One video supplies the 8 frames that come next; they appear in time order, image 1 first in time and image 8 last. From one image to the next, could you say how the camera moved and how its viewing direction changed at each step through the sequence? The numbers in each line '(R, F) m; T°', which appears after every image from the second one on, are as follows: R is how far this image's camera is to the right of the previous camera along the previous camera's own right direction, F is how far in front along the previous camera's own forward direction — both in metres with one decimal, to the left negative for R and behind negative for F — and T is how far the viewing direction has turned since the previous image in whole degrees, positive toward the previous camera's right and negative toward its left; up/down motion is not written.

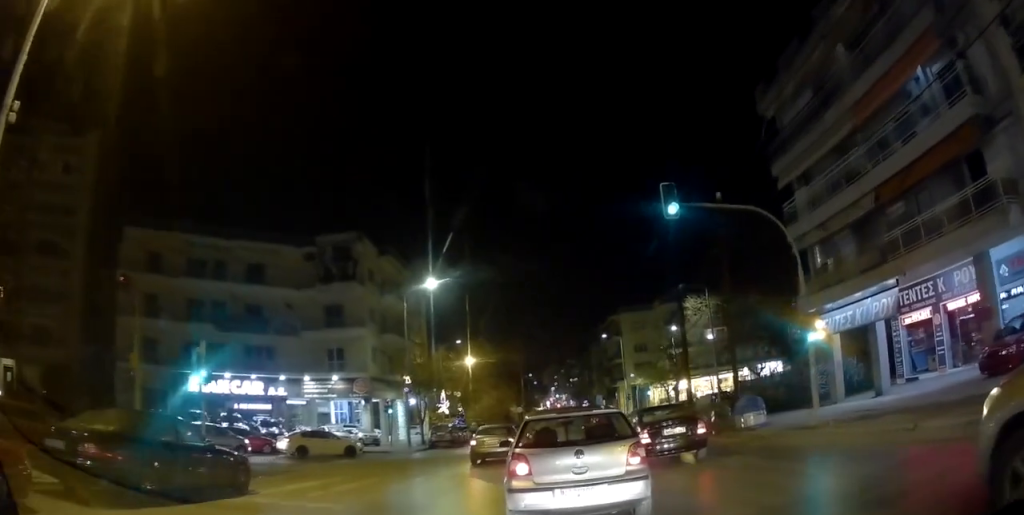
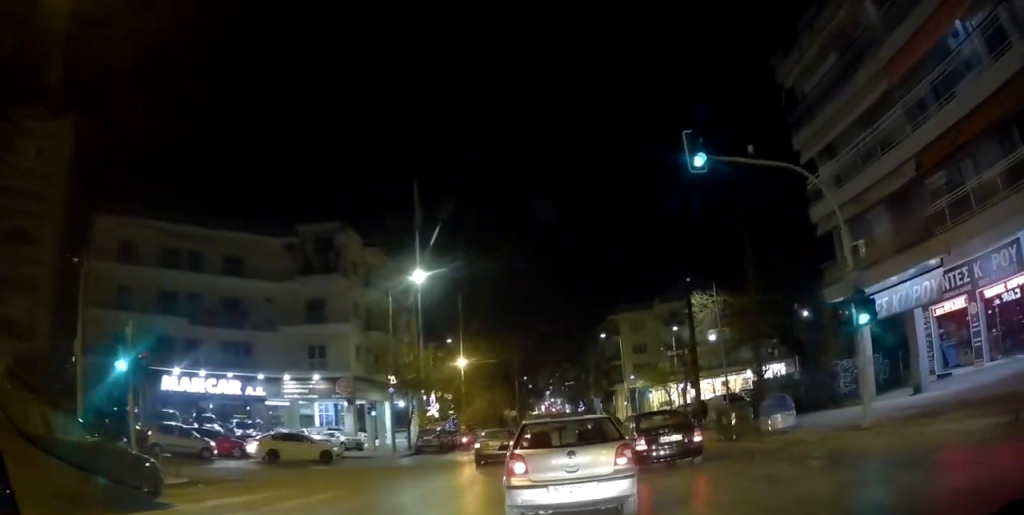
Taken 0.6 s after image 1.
(0.0, +3.0) m; +2°
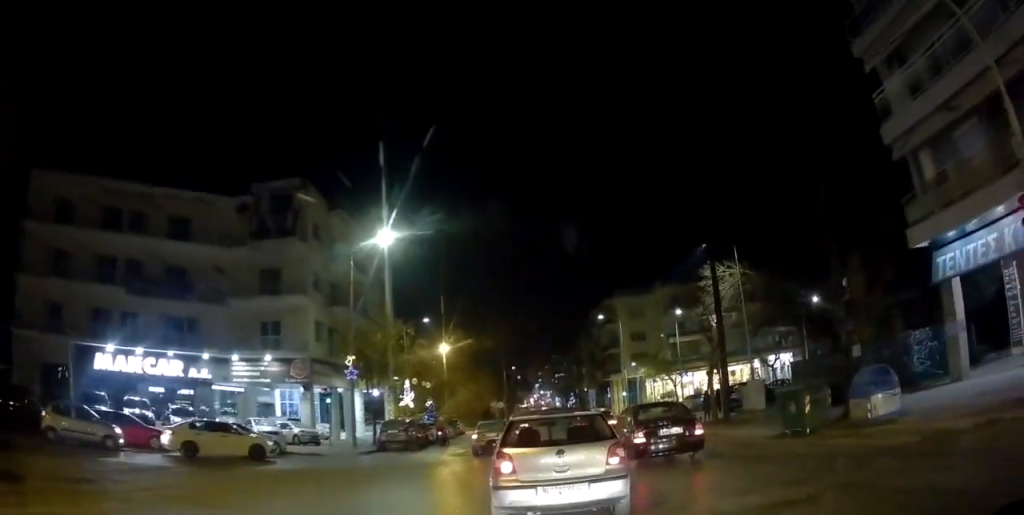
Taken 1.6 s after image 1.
(+0.3, +6.0) m; +5°
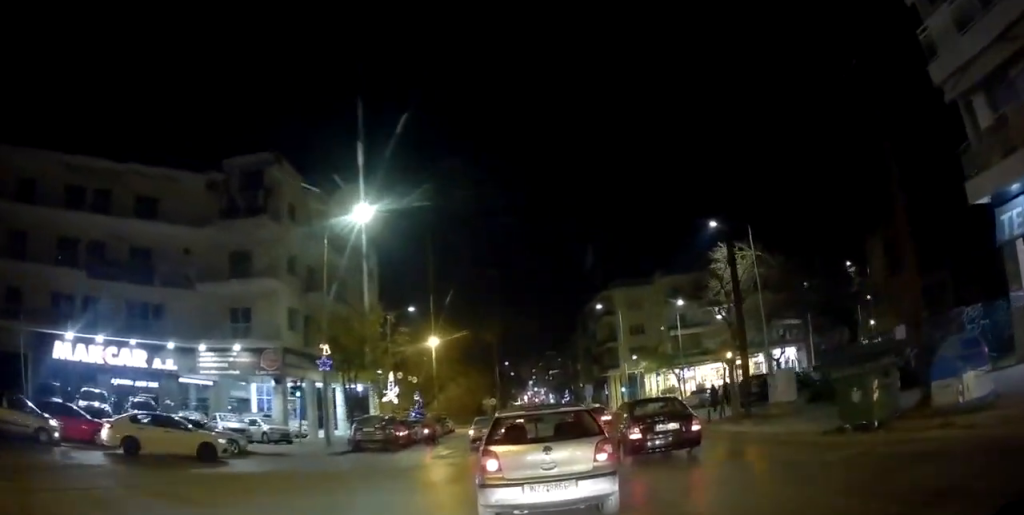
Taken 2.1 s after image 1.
(+0.1, +3.4) m; +2°
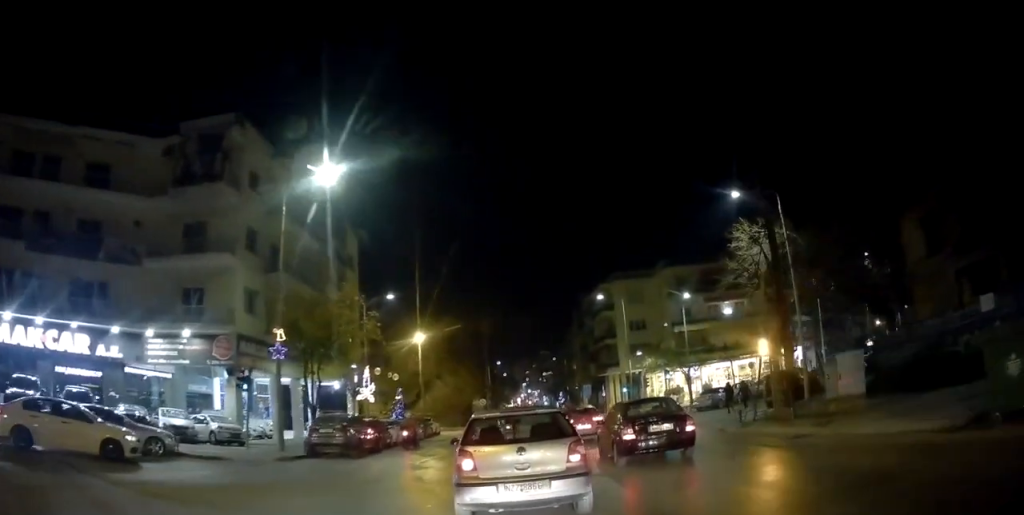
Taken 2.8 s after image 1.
(0.0, +5.0) m; 0°
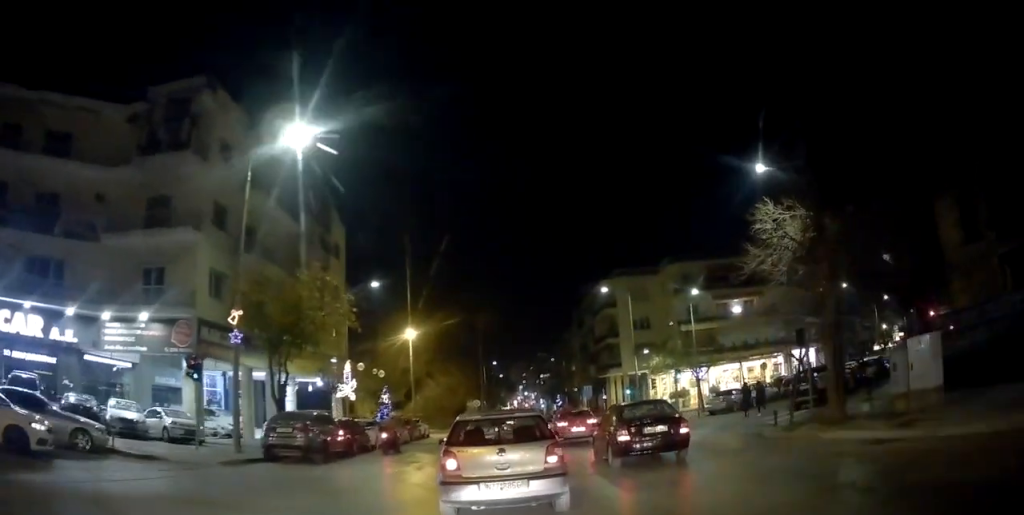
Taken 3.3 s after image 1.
(0.0, +3.6) m; +1°
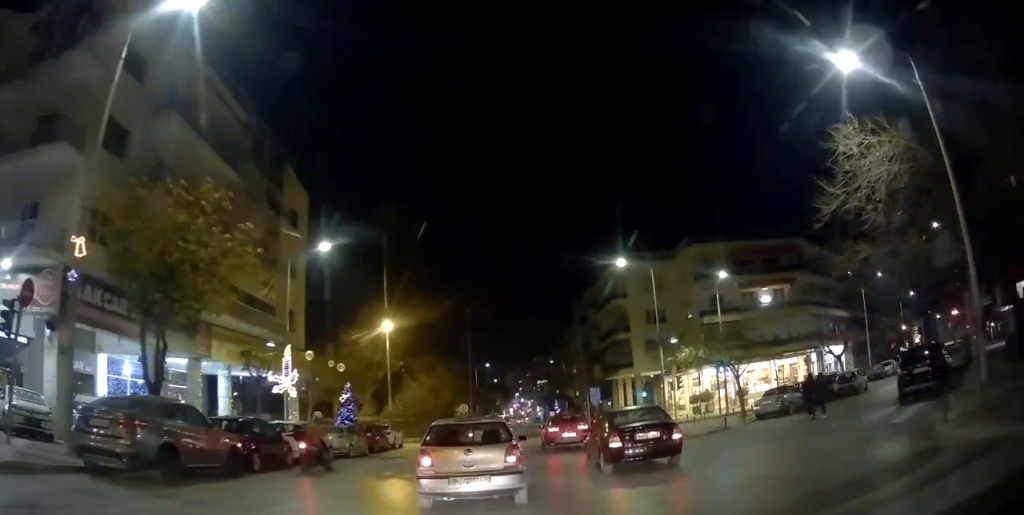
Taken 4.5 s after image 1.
(+0.2, +8.5) m; +2°
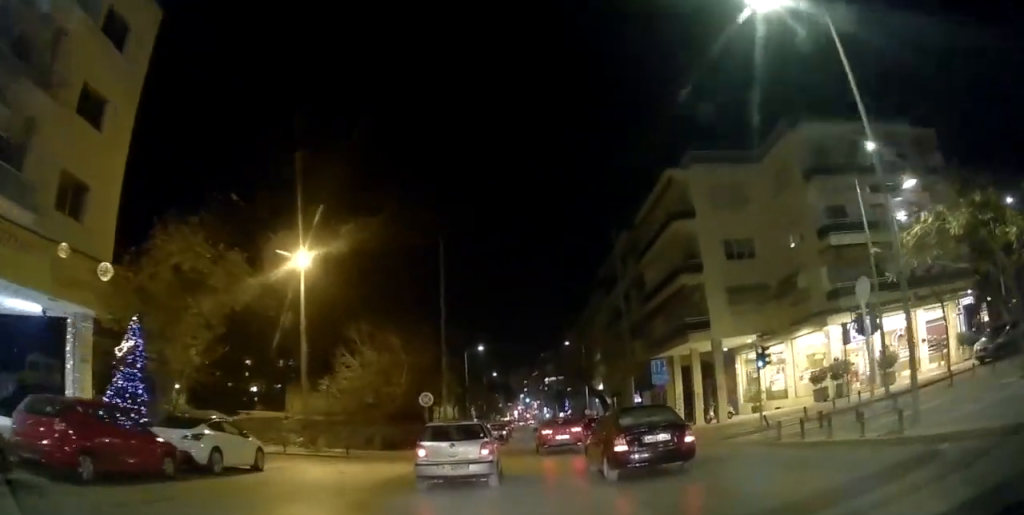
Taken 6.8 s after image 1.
(-0.5, +20.6) m; -3°
